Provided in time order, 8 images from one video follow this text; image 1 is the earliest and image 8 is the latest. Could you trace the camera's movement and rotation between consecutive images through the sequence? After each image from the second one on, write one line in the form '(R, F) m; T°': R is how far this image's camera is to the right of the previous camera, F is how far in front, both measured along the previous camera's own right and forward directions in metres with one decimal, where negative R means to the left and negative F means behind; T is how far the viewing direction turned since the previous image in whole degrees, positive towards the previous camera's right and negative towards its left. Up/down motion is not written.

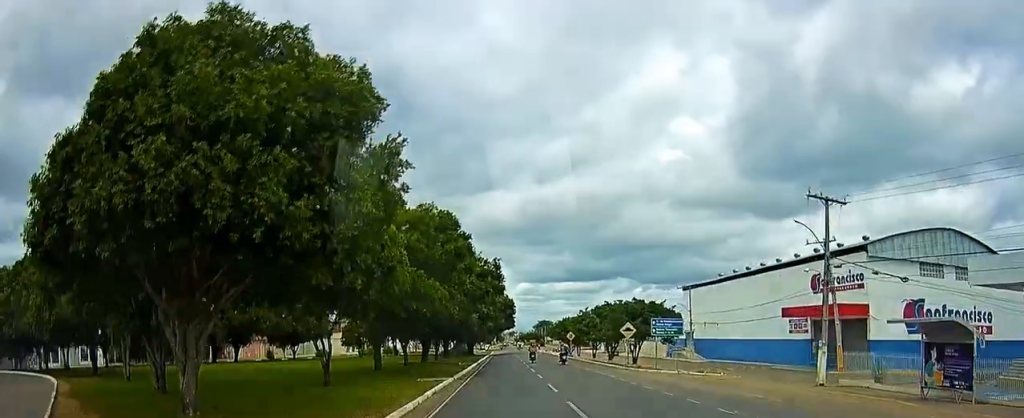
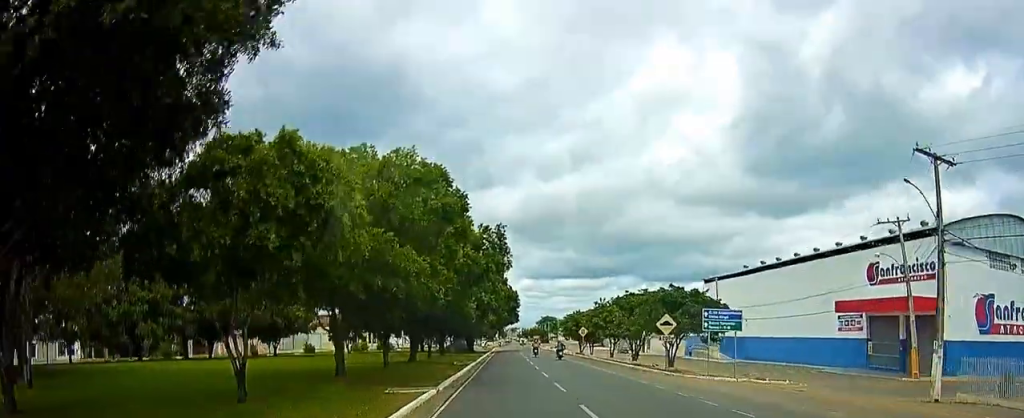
(-0.2, +8.5) m; -1°
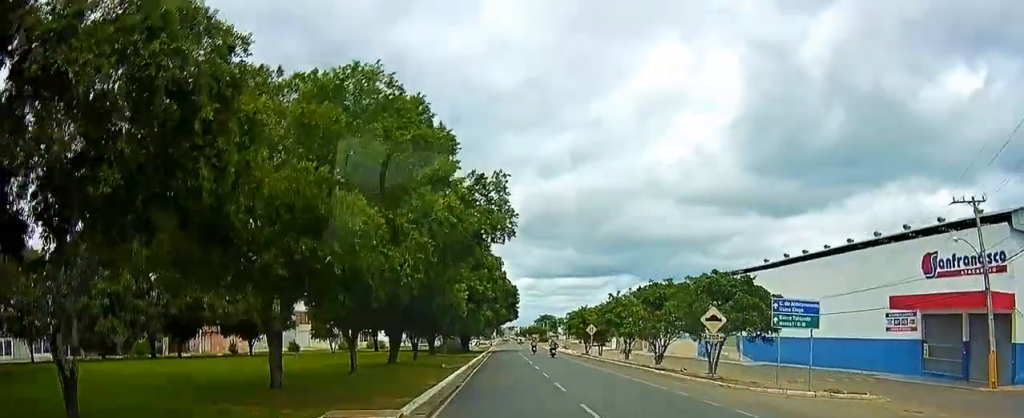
(0.0, +7.0) m; 0°
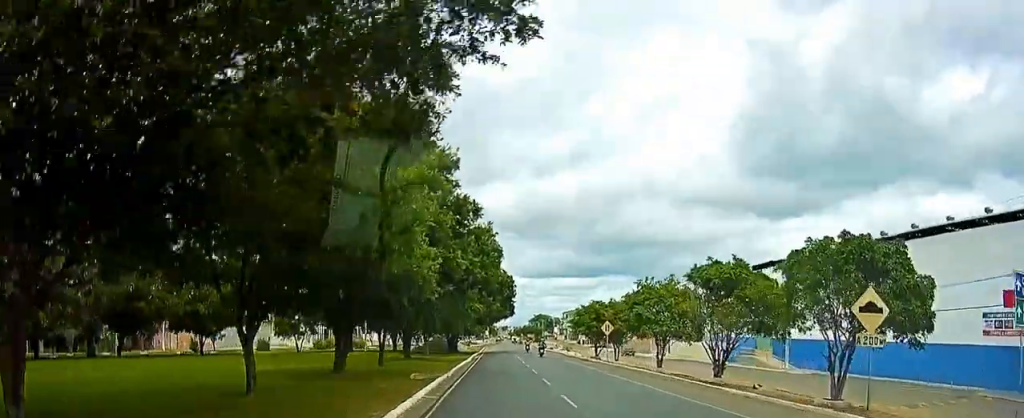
(0.0, +10.6) m; 0°
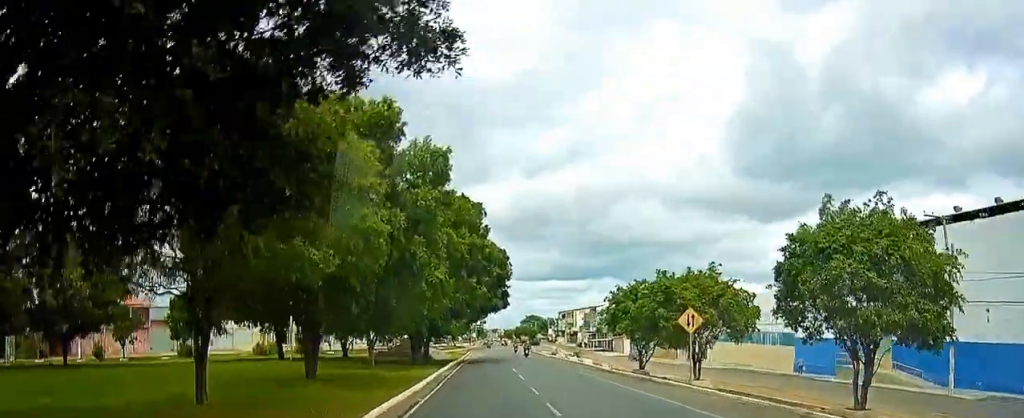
(0.0, +20.2) m; -1°
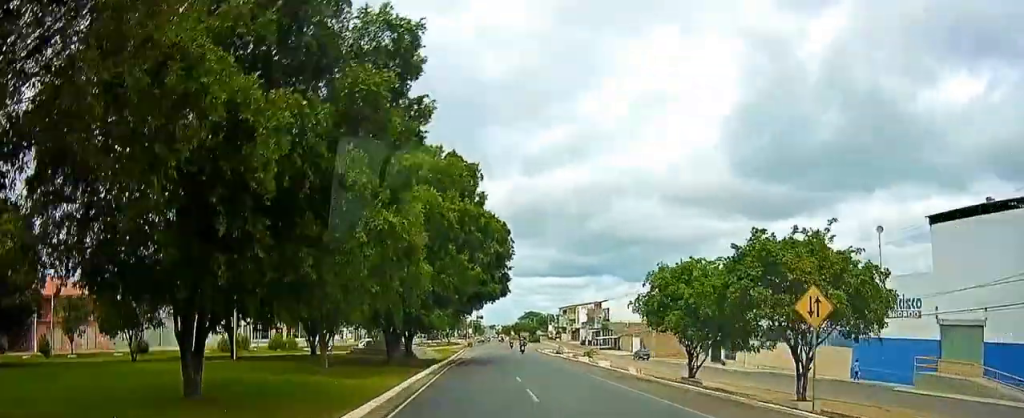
(-0.2, +9.6) m; +1°
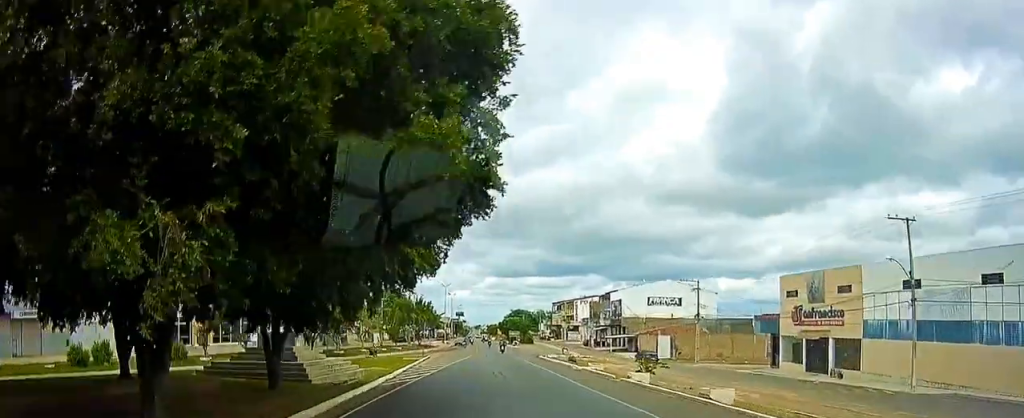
(+1.0, +25.6) m; +2°
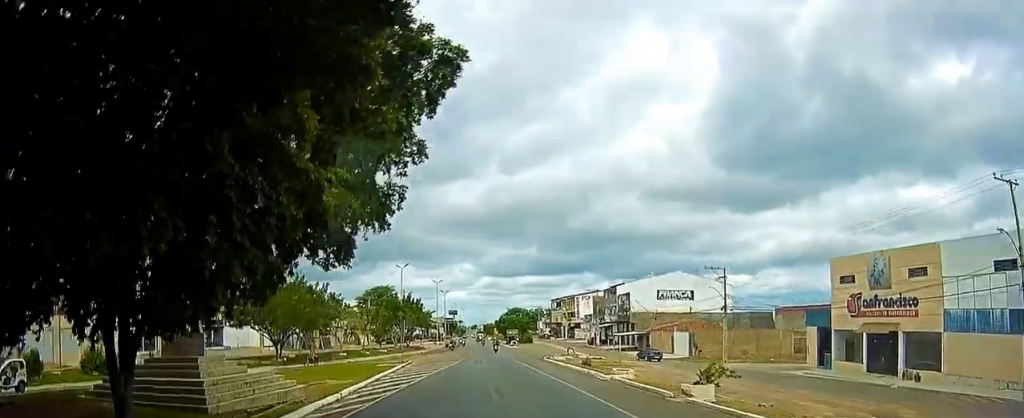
(0.0, +9.2) m; 0°
